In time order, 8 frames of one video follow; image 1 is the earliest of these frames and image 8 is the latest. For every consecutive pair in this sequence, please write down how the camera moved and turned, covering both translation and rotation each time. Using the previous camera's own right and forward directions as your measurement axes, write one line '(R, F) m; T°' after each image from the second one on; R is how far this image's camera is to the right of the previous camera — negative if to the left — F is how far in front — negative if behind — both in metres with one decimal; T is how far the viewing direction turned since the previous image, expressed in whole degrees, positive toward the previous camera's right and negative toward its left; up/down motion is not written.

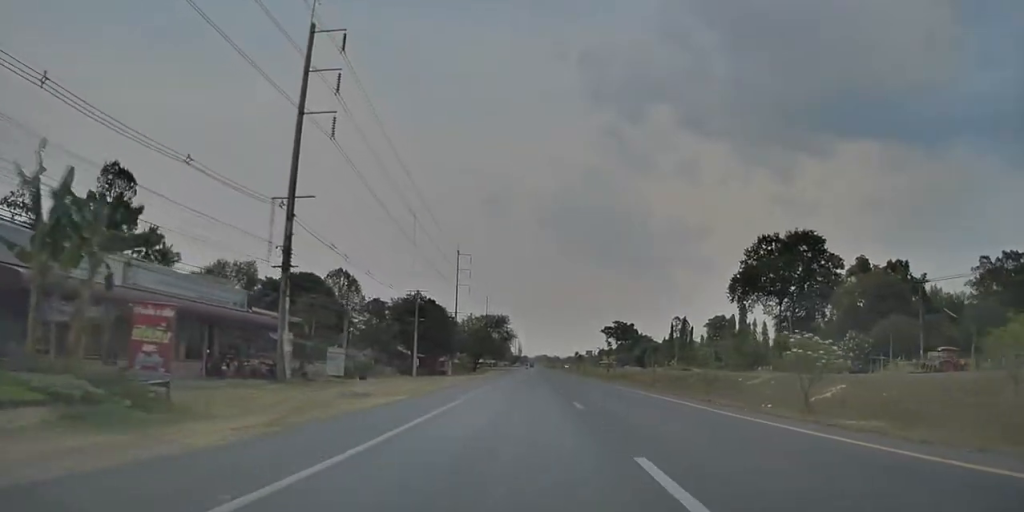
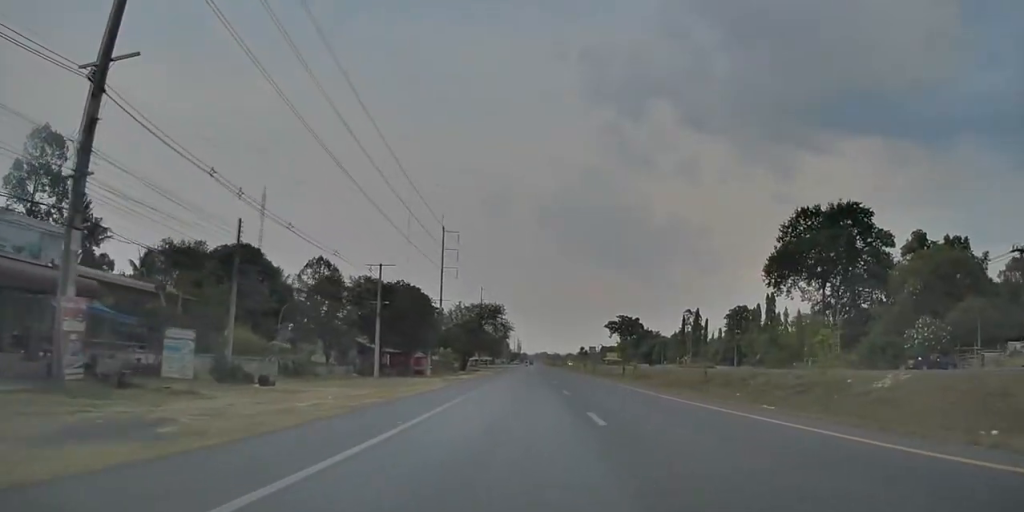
(0.0, +16.9) m; 0°
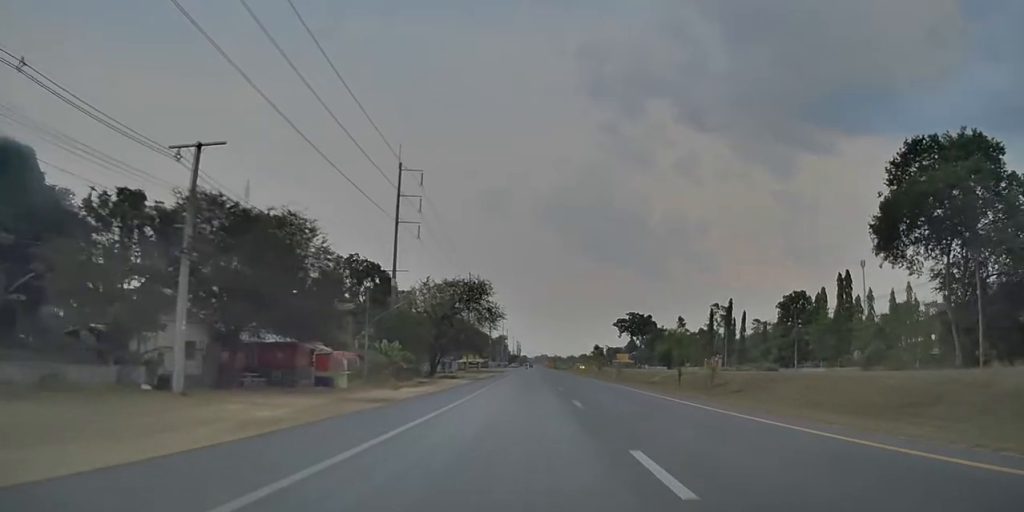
(+0.3, +29.6) m; +2°
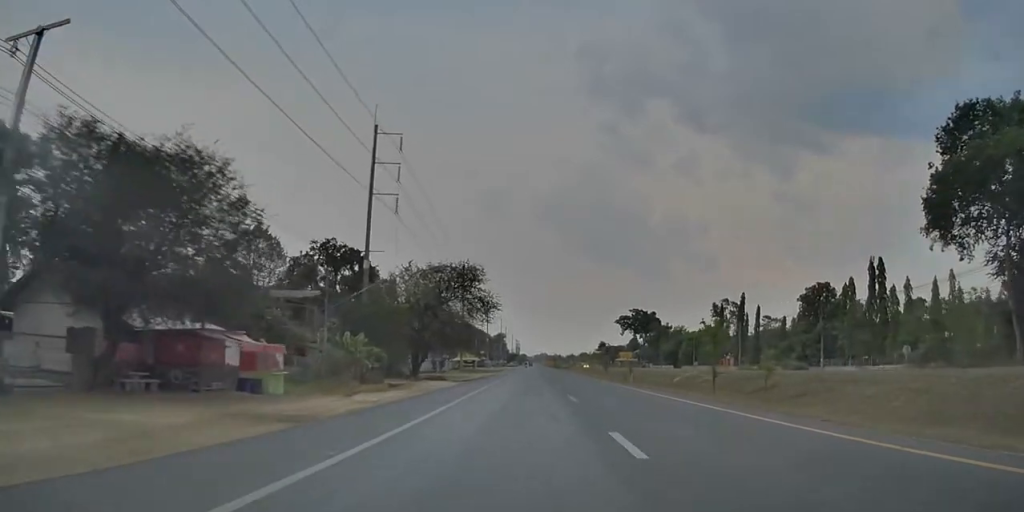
(+0.1, +9.6) m; +1°
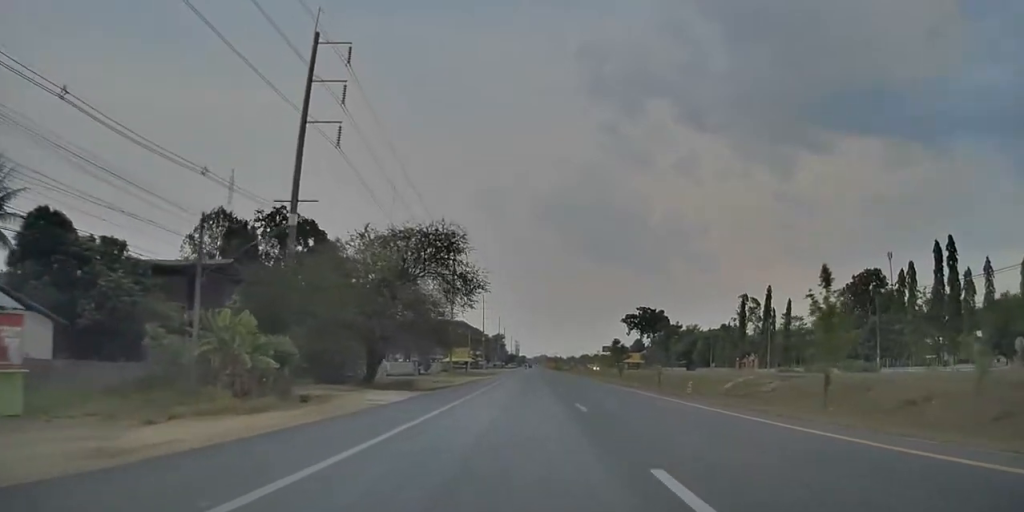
(+0.2, +16.0) m; 0°
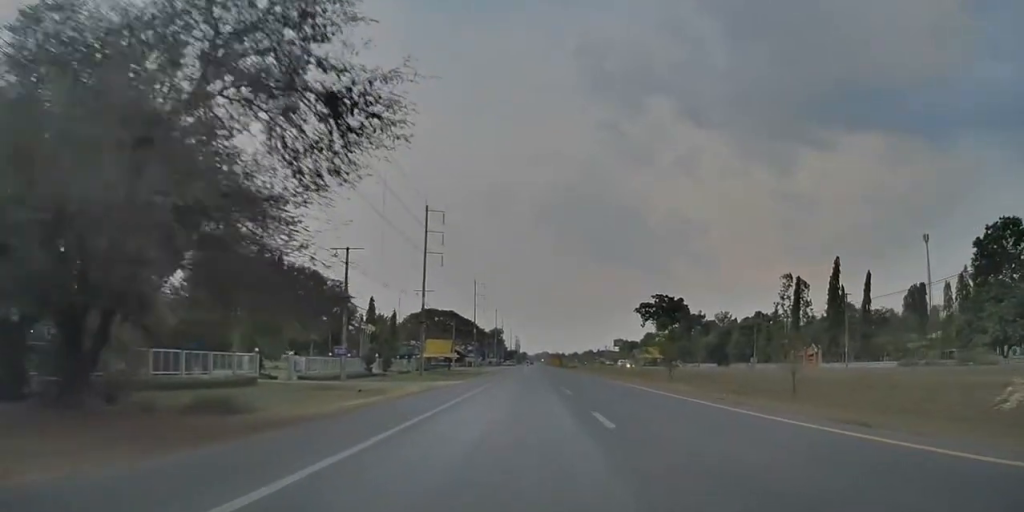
(-0.2, +28.2) m; 0°
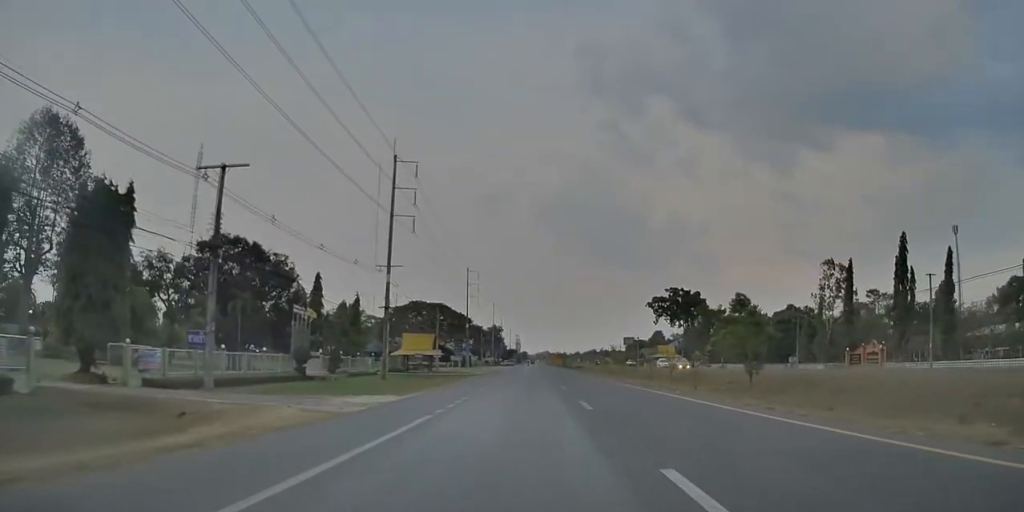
(0.0, +18.9) m; -1°
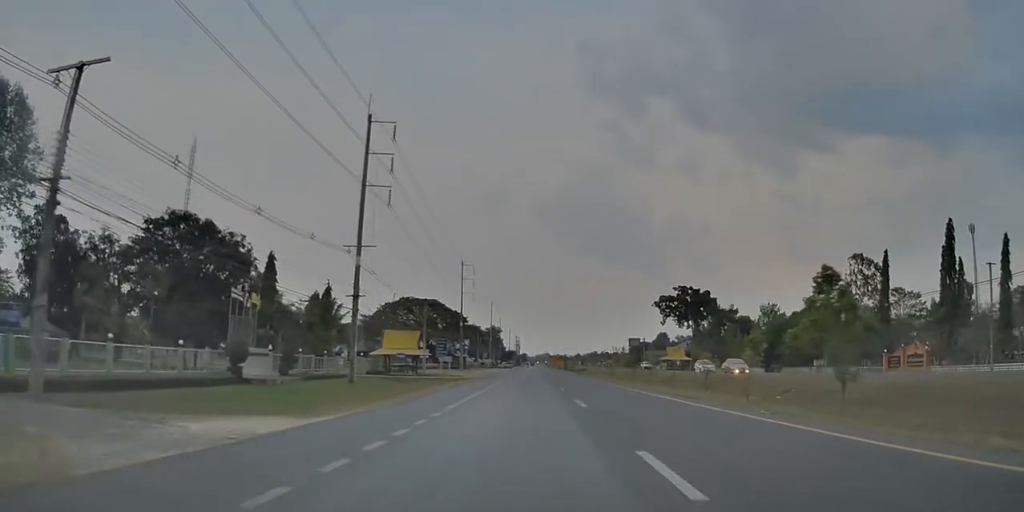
(+0.1, +10.6) m; -1°
